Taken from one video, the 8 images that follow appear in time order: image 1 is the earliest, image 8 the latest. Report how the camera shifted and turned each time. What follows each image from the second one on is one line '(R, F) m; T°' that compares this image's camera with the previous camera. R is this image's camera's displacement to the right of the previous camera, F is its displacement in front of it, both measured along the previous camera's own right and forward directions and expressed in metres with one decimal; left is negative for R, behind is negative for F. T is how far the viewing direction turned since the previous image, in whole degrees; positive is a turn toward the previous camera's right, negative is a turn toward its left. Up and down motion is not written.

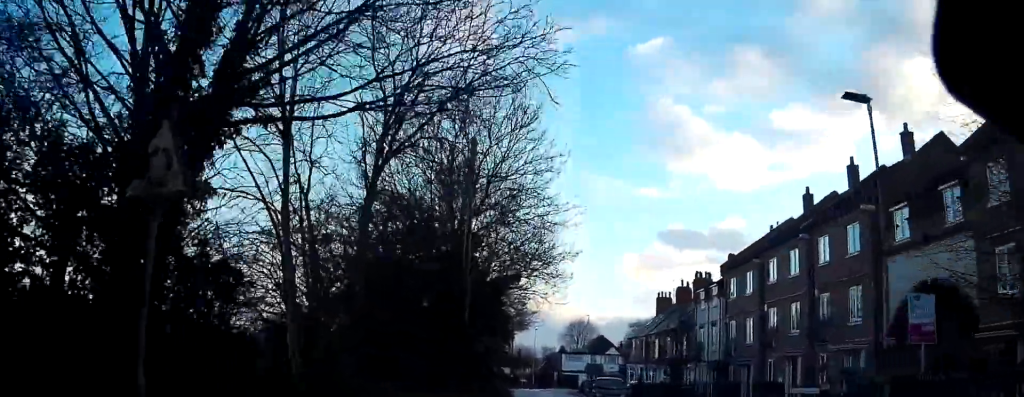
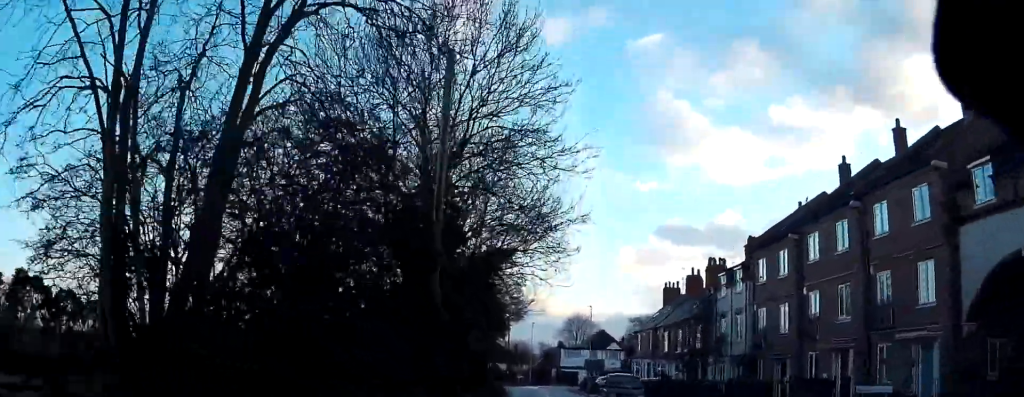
(0.0, +6.4) m; +1°
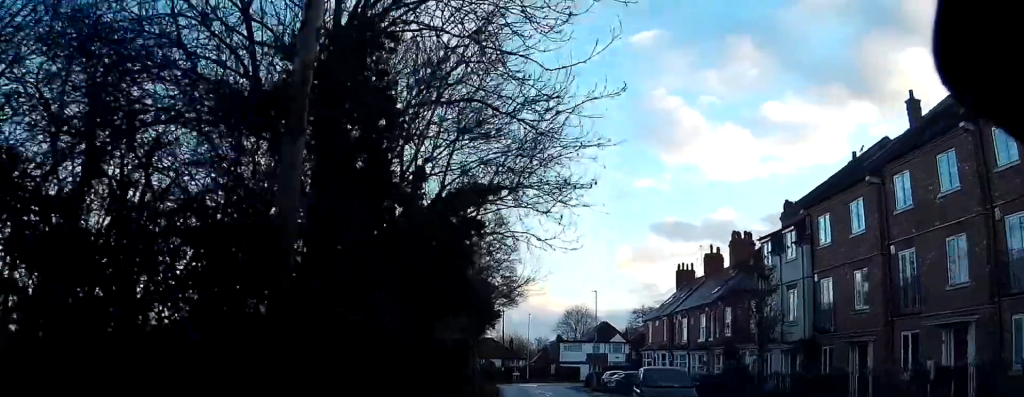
(0.0, +9.4) m; +1°
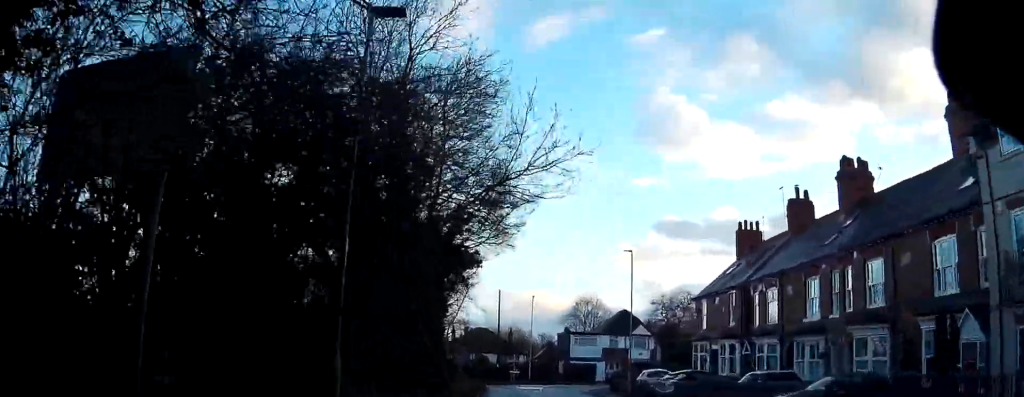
(-0.2, +20.5) m; -3°
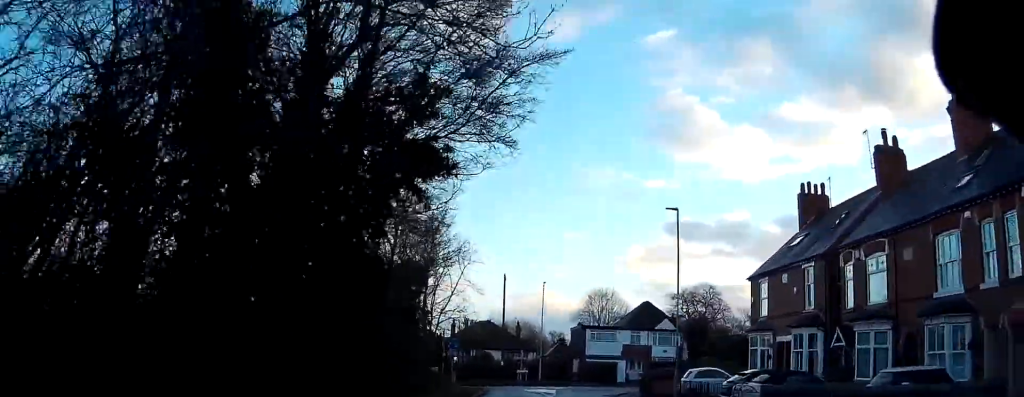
(-0.2, +11.0) m; 0°
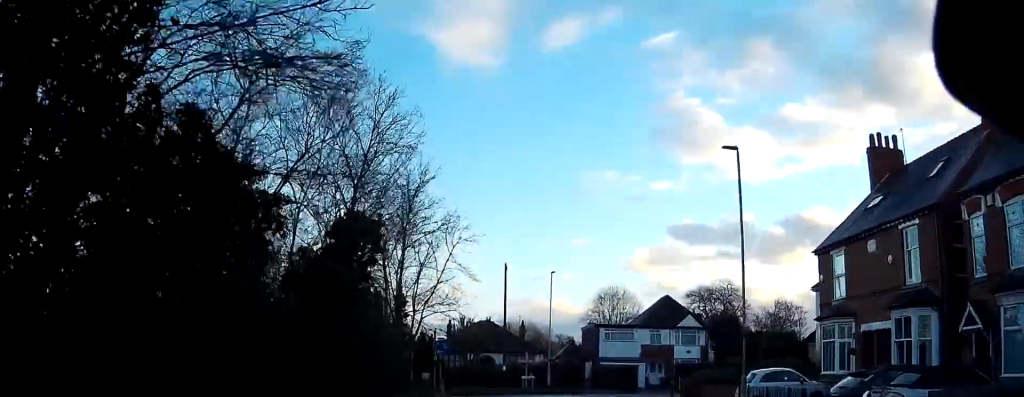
(+0.1, +9.2) m; +1°
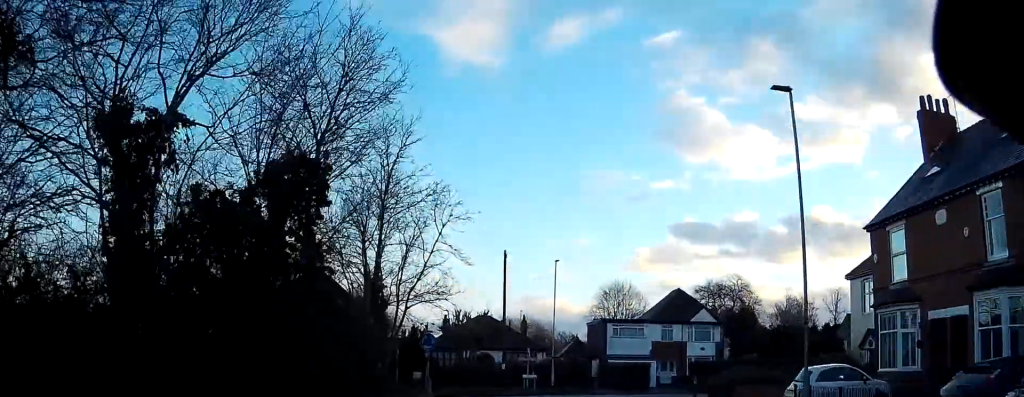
(0.0, +5.1) m; 0°
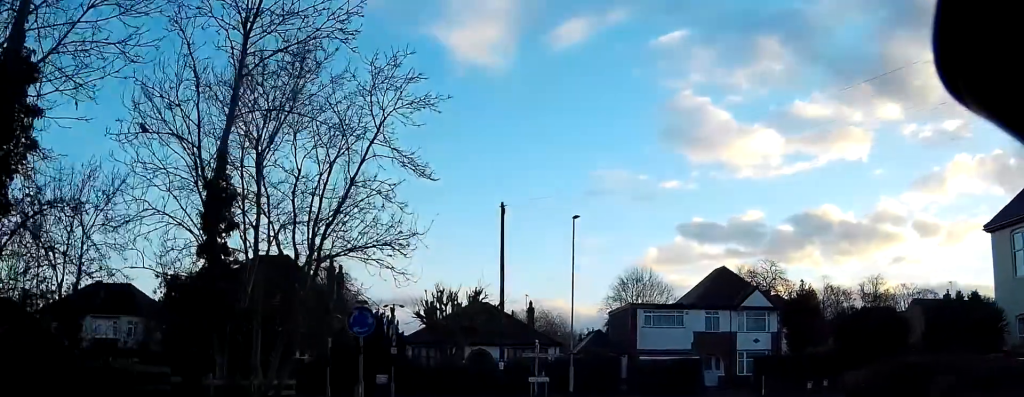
(-0.3, +14.3) m; -3°
